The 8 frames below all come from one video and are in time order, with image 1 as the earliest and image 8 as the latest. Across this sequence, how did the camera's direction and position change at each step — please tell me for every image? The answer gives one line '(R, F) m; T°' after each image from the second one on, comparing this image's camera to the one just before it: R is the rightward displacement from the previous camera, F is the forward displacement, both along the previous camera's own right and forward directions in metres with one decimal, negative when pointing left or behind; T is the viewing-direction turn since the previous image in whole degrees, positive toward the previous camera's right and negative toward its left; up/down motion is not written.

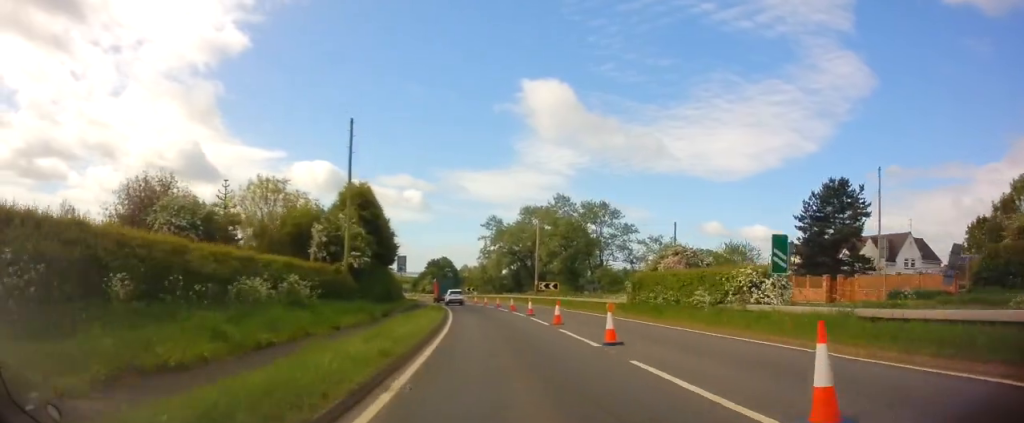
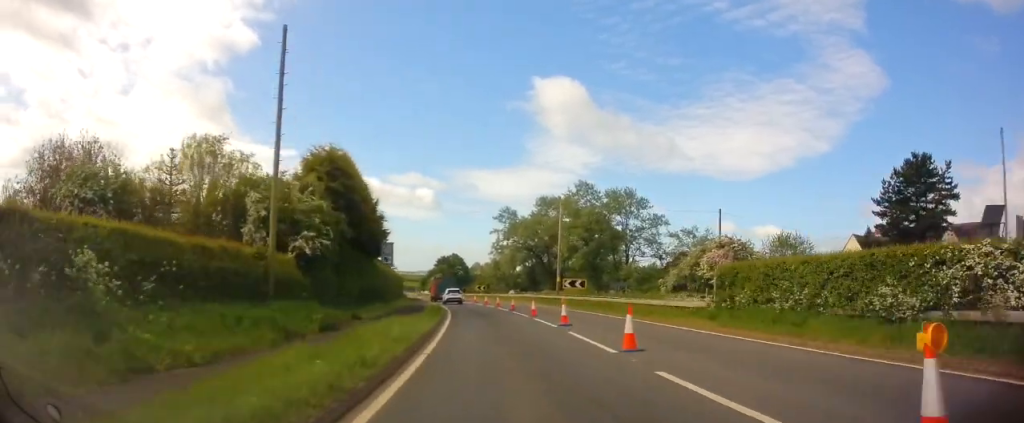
(-0.3, +10.2) m; -1°
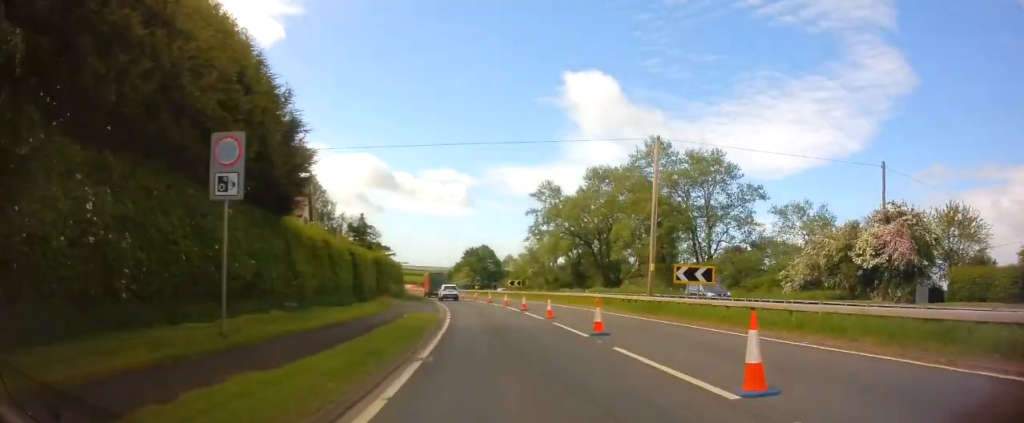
(-0.1, +22.7) m; -2°
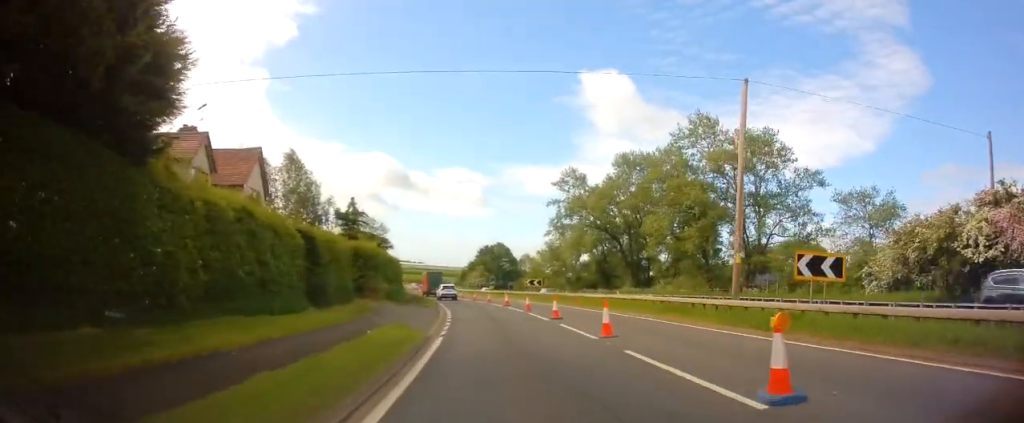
(0.0, +9.4) m; -3°
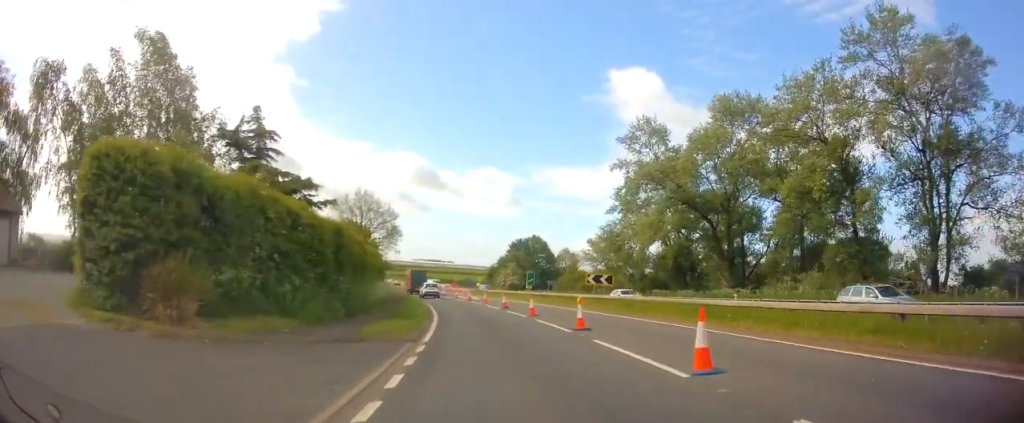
(-1.1, +23.7) m; -3°
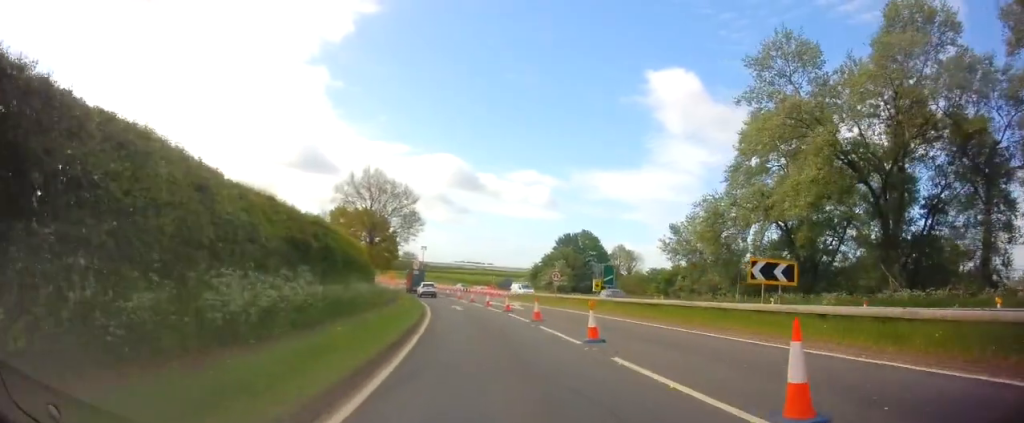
(-0.6, +20.6) m; -5°
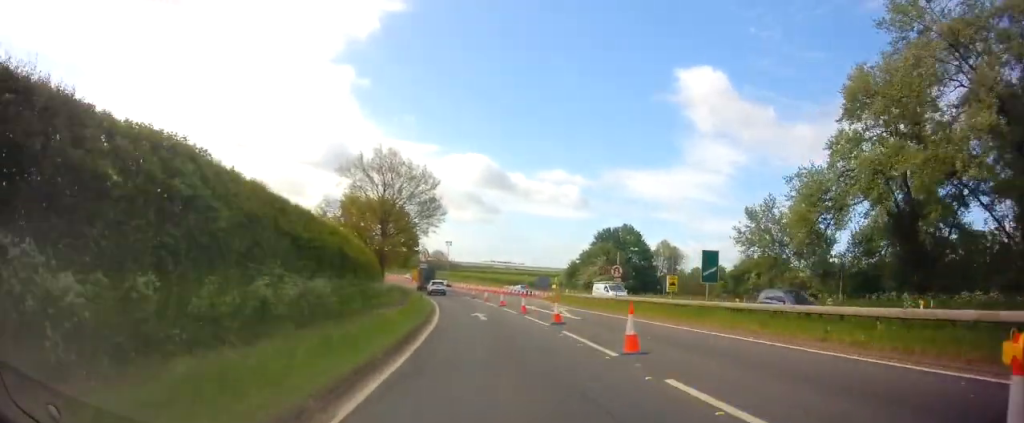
(-0.5, +11.4) m; -2°
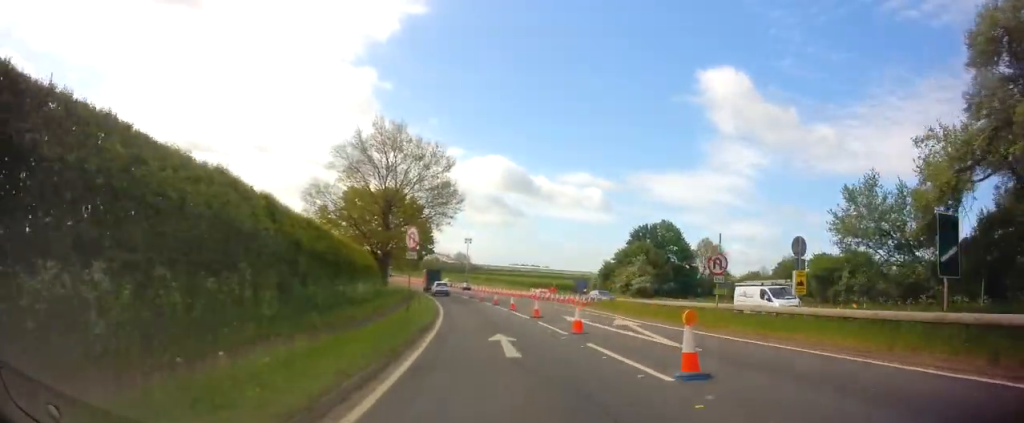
(0.0, +11.4) m; -1°
